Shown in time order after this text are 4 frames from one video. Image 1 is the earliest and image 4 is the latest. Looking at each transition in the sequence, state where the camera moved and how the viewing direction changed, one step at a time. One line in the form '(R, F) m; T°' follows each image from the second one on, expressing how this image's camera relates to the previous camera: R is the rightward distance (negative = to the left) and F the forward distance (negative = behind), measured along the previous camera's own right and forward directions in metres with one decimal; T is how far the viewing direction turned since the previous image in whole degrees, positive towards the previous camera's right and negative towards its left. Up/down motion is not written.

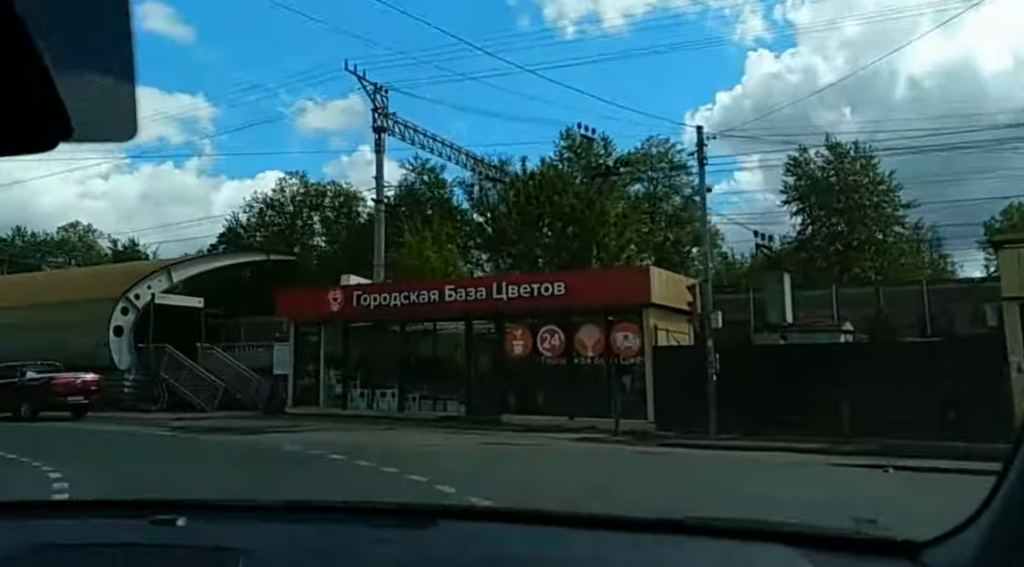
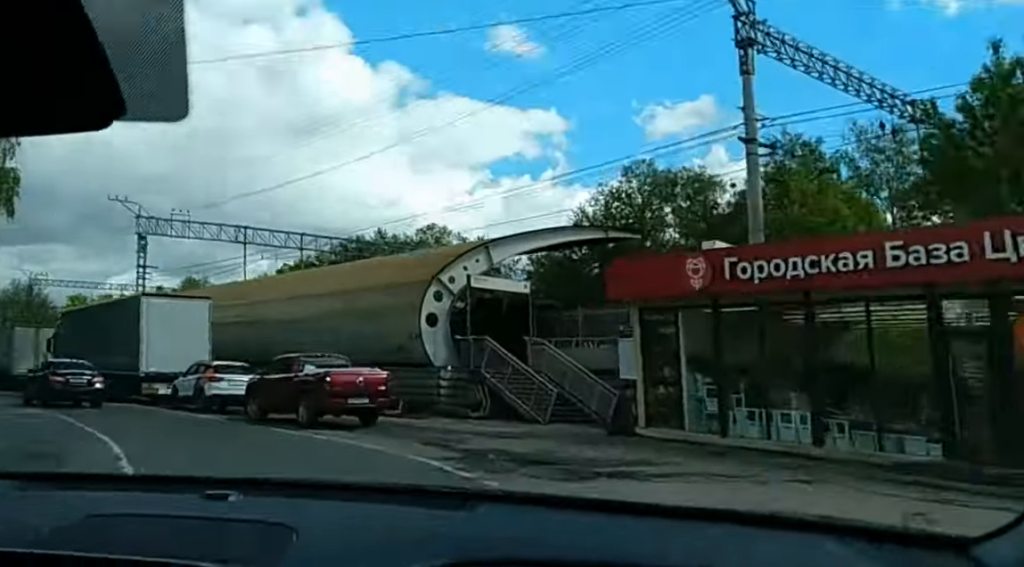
(-0.7, +9.6) m; -18°
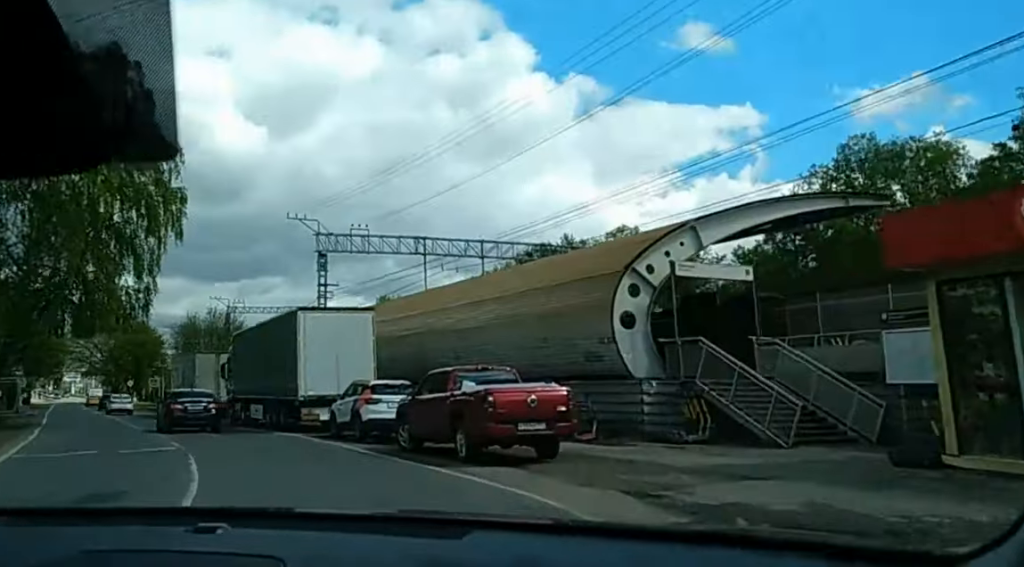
(-1.4, +5.7) m; -16°
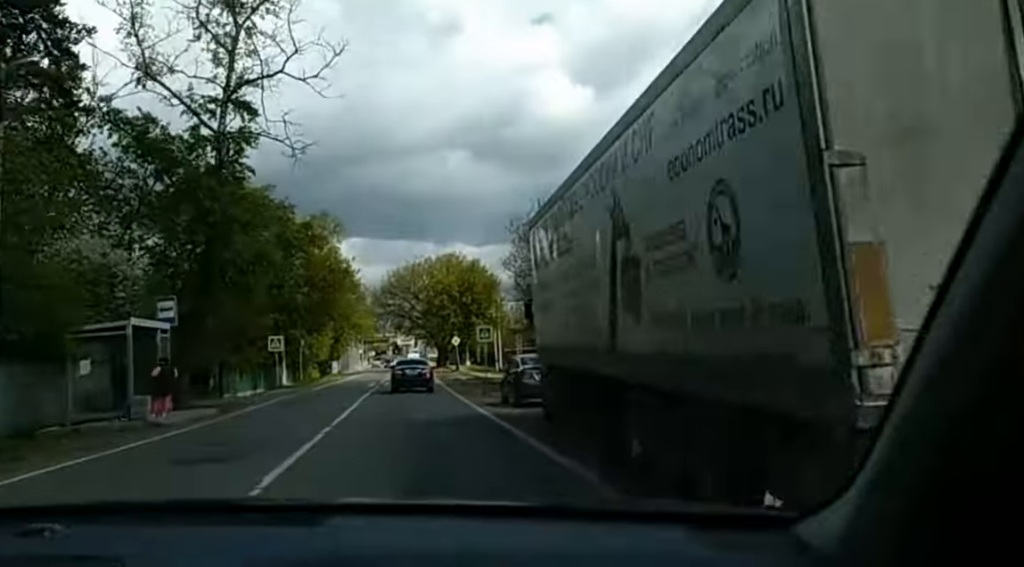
(-25.5, +35.8) m; -49°
